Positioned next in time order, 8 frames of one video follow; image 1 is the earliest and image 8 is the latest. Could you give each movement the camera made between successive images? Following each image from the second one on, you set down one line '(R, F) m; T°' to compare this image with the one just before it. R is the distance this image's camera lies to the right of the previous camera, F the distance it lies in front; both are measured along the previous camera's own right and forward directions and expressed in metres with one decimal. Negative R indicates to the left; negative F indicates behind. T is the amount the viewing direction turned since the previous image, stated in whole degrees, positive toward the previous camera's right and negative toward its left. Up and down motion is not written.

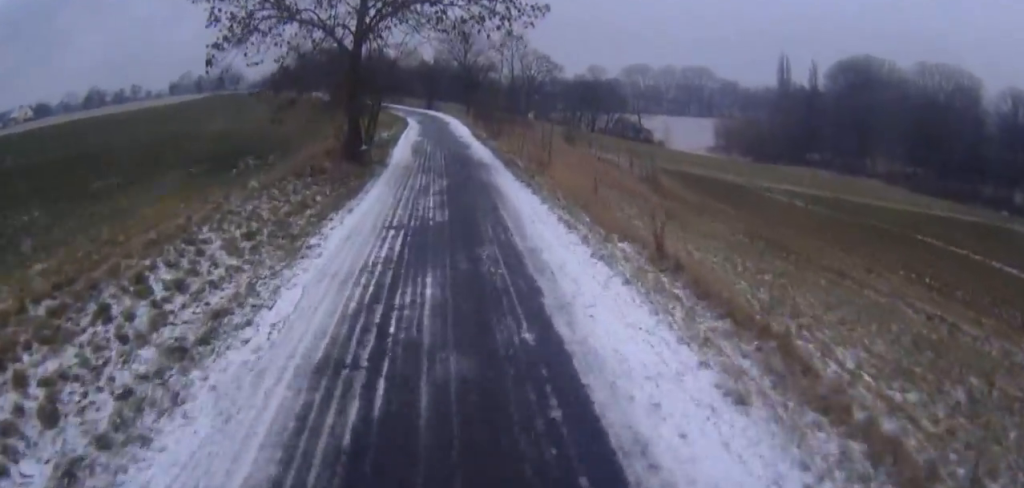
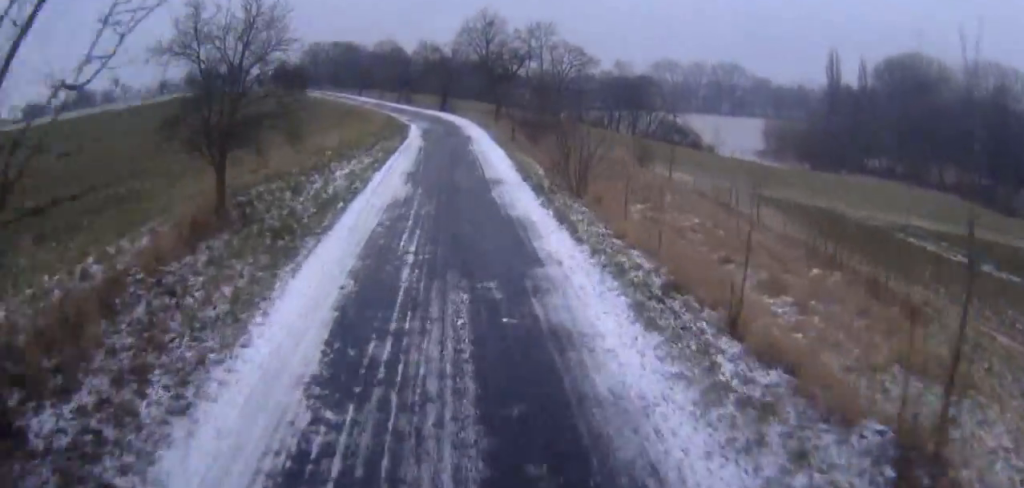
(+0.1, +22.6) m; -1°
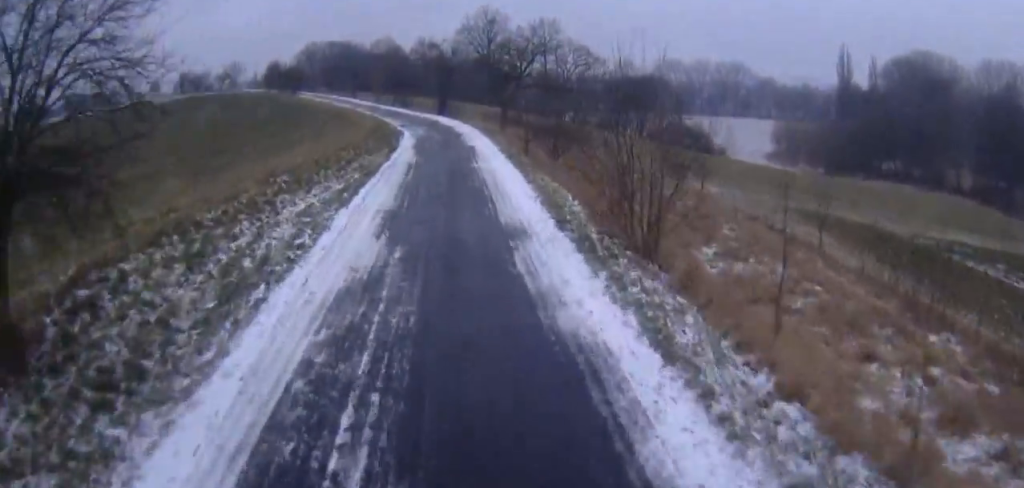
(-0.2, +7.0) m; 0°
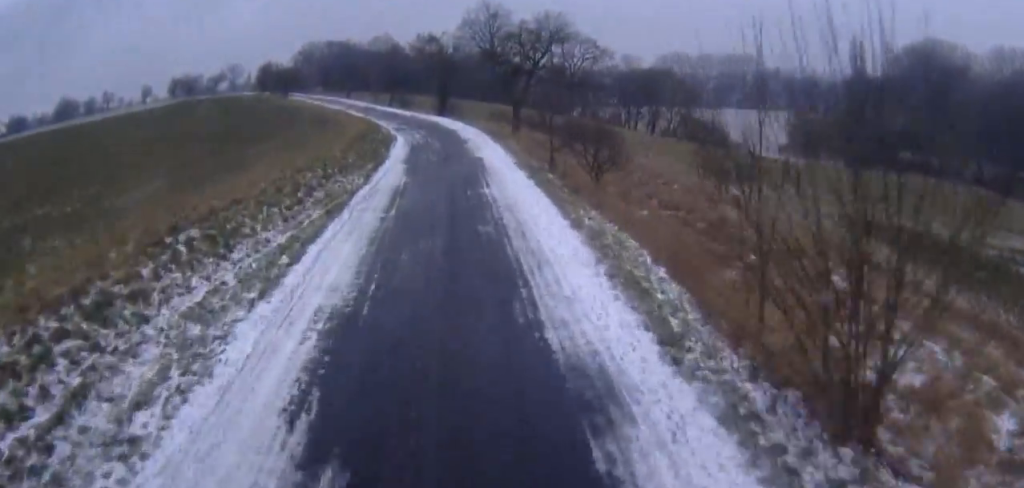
(+0.1, +7.1) m; 0°
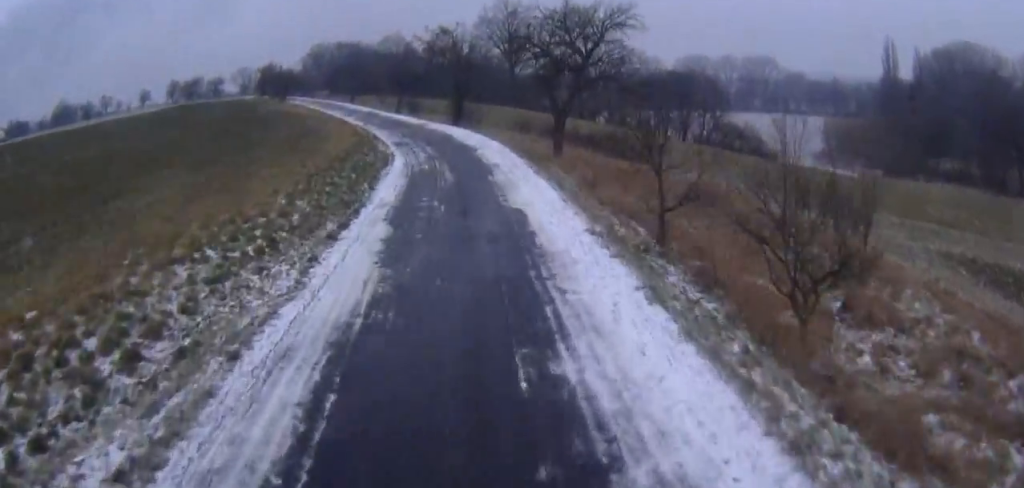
(+0.2, +10.8) m; -1°
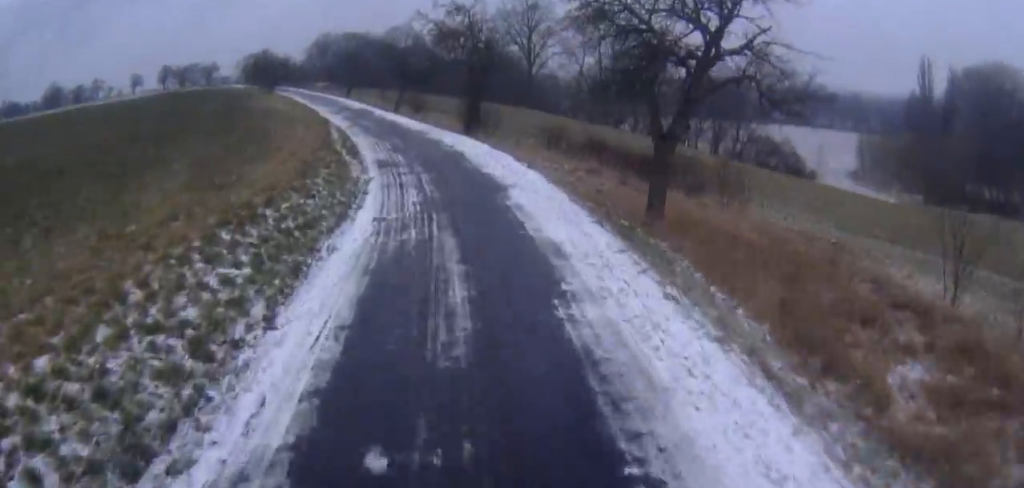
(-0.2, +12.7) m; -4°
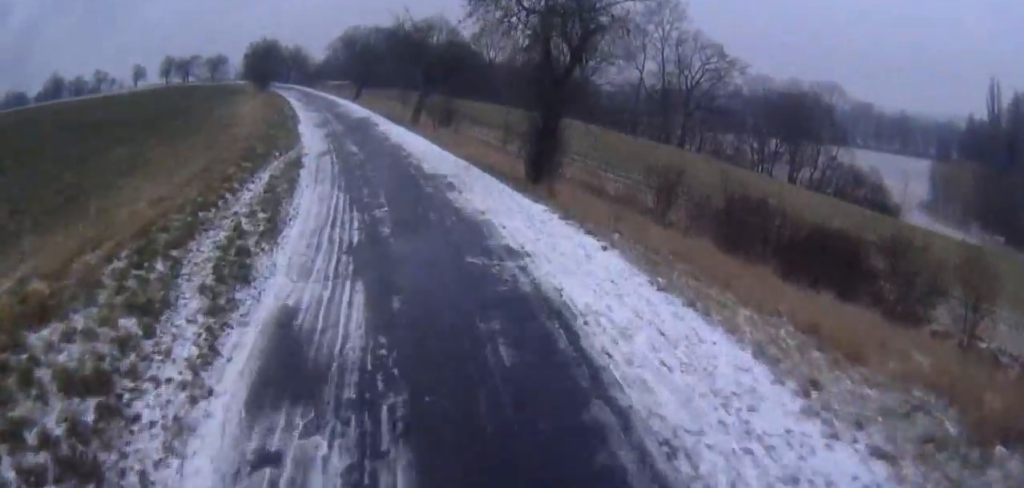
(-1.0, +18.7) m; -2°
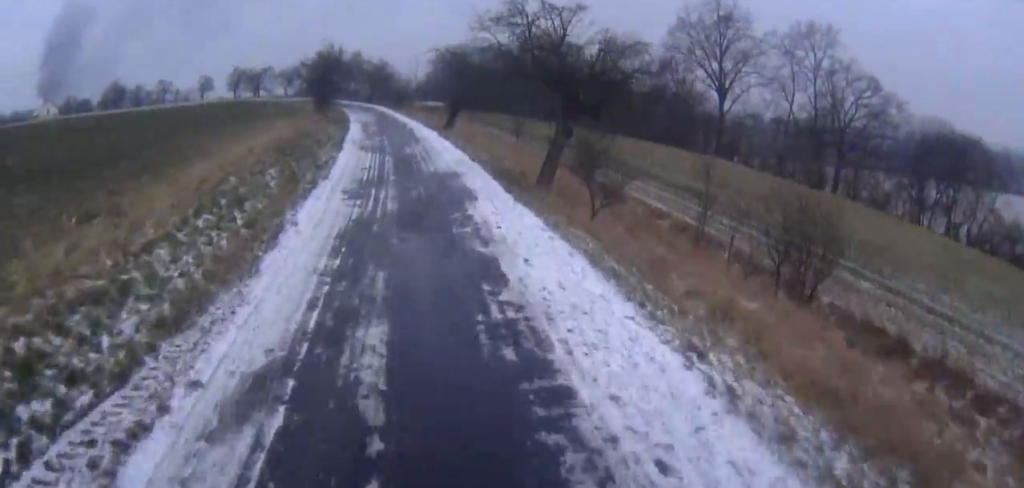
(+0.4, +18.9) m; 0°
